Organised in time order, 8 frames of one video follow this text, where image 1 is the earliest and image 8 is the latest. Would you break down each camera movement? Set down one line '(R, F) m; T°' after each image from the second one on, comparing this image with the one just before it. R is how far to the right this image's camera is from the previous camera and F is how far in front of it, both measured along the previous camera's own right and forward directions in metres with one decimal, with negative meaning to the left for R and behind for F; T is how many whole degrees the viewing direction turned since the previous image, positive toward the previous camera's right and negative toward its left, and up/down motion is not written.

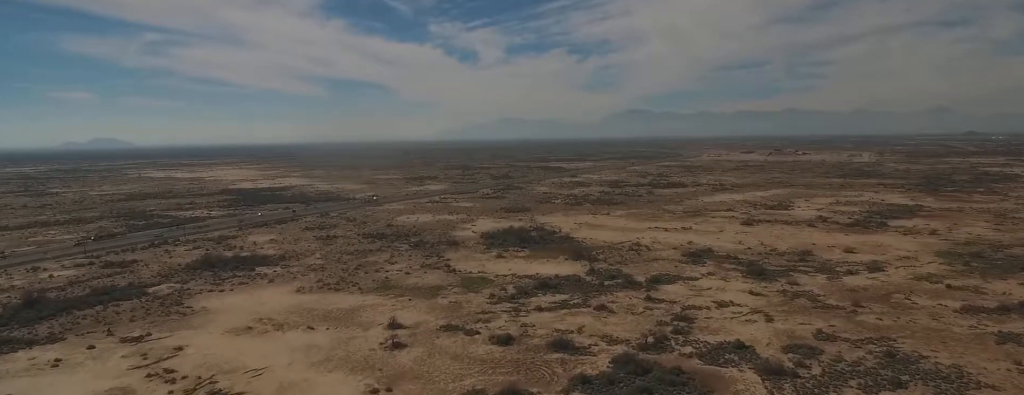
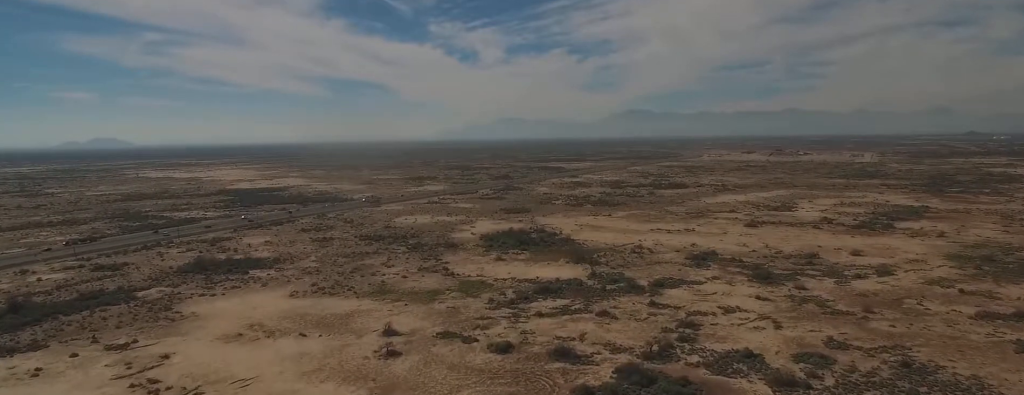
(0.0, +7.0) m; 0°
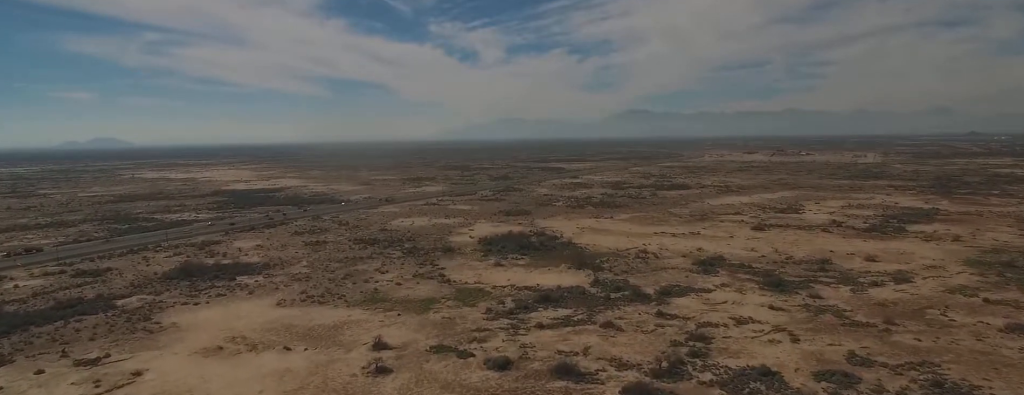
(0.0, +12.3) m; 0°
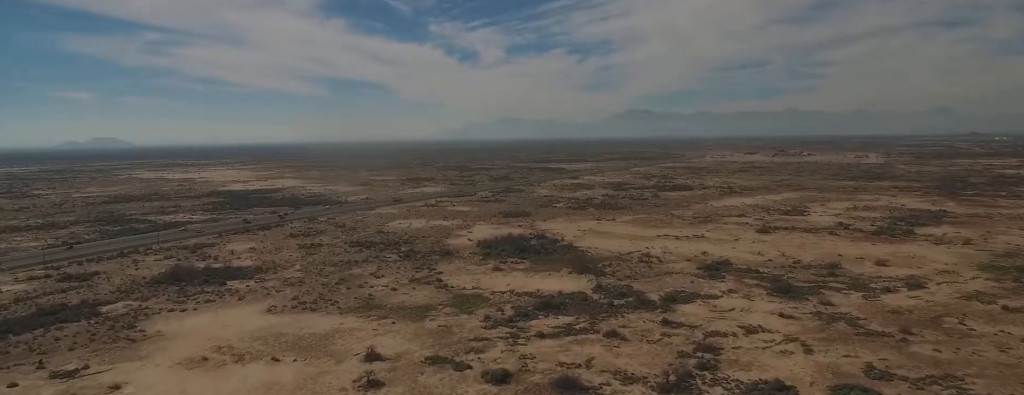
(0.0, +8.6) m; 0°
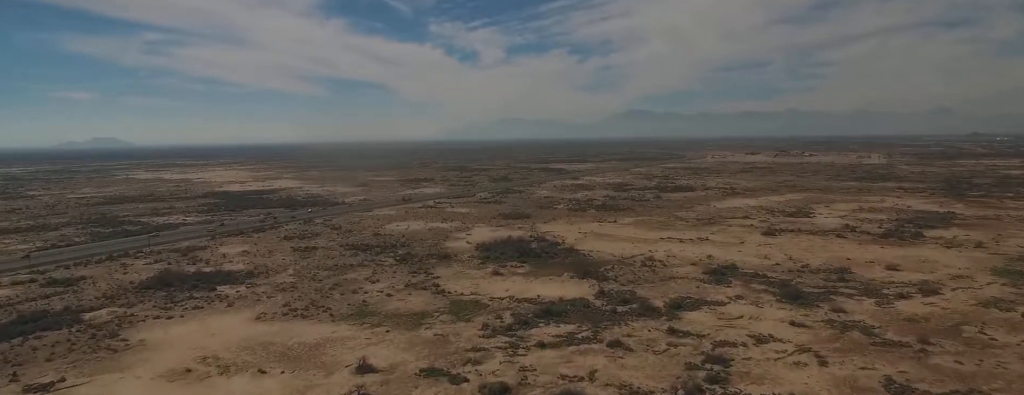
(0.0, +8.6) m; 0°
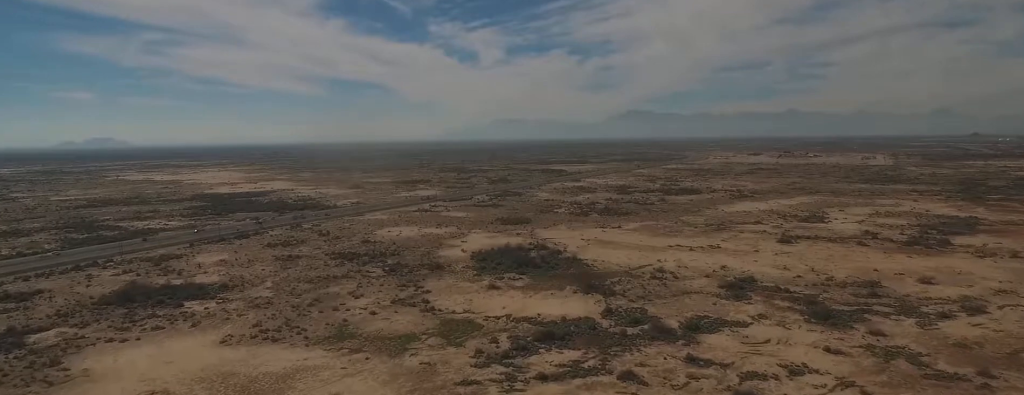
(-0.1, +23.6) m; 0°
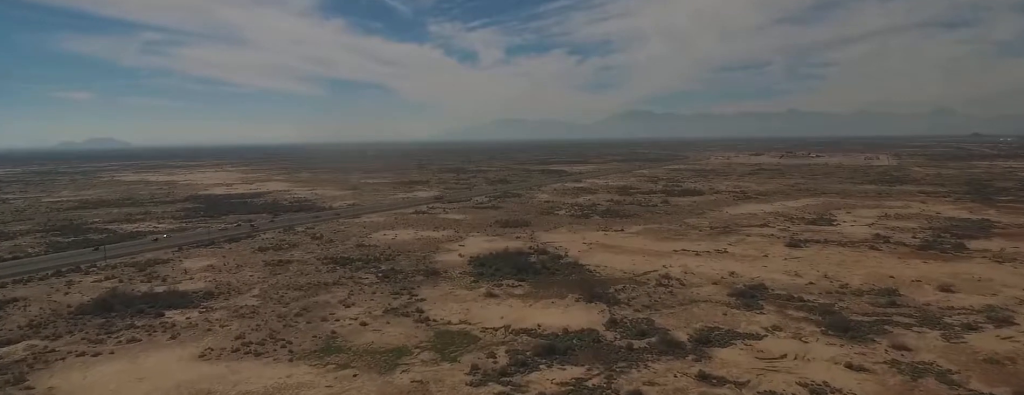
(0.0, +11.6) m; 0°
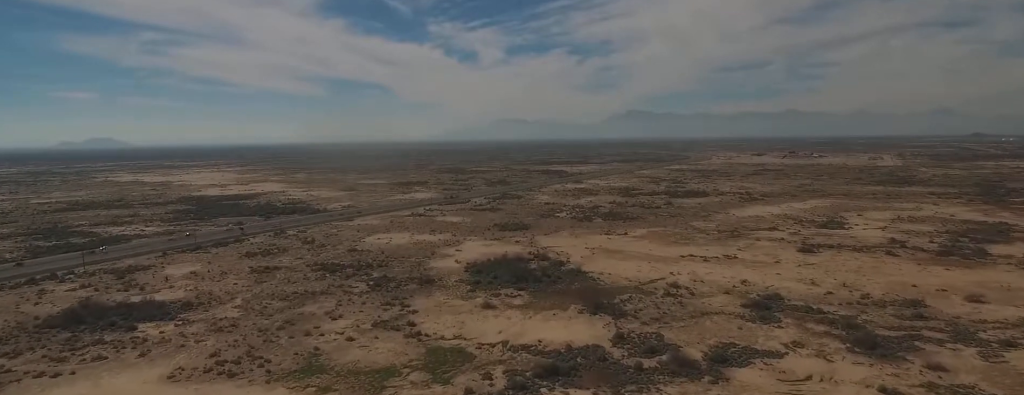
(+0.1, +14.5) m; +2°
